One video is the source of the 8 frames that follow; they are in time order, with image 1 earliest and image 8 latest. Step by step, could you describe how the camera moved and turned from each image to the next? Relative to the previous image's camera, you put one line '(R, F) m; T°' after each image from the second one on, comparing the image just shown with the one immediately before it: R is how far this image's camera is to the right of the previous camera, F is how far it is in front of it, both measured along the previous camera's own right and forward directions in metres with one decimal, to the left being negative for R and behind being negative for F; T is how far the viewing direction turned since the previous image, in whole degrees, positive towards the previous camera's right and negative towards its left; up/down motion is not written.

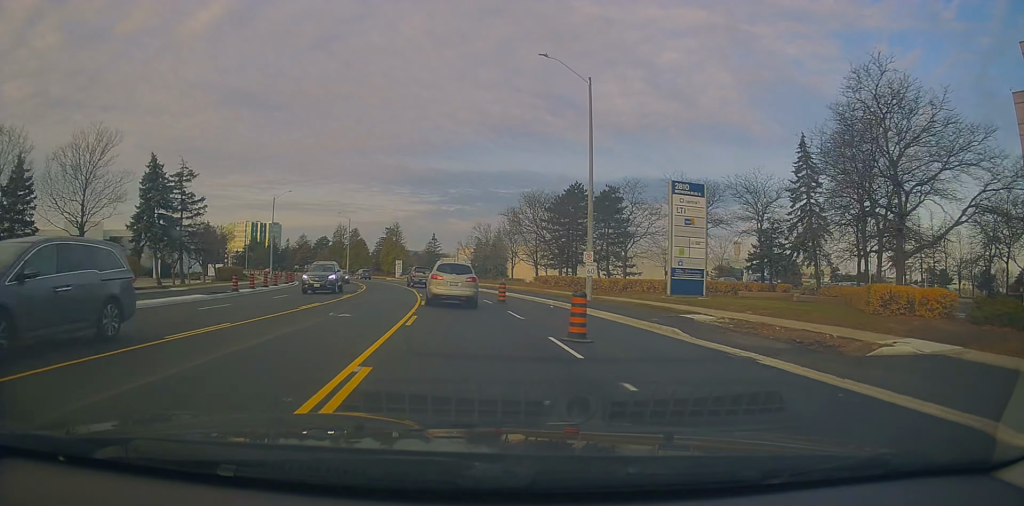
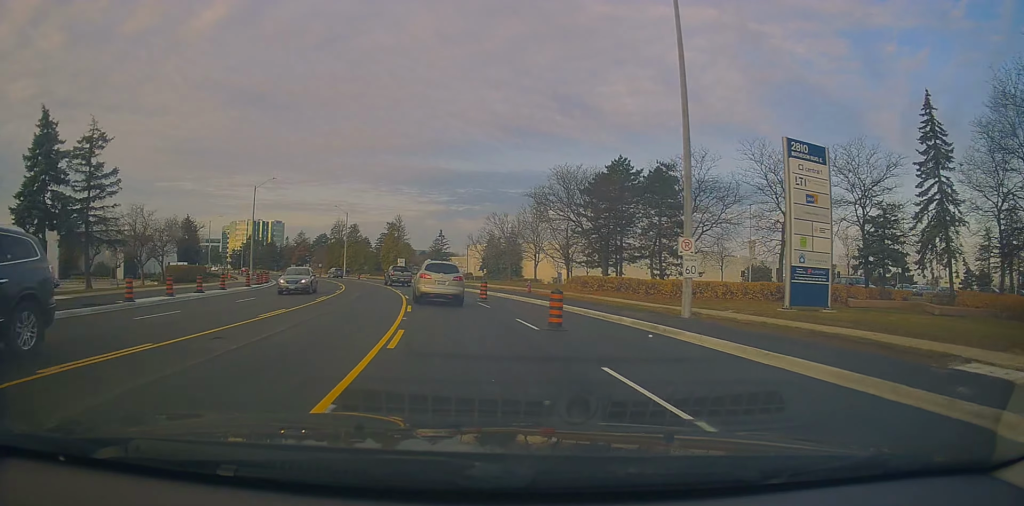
(+1.1, +13.1) m; 0°
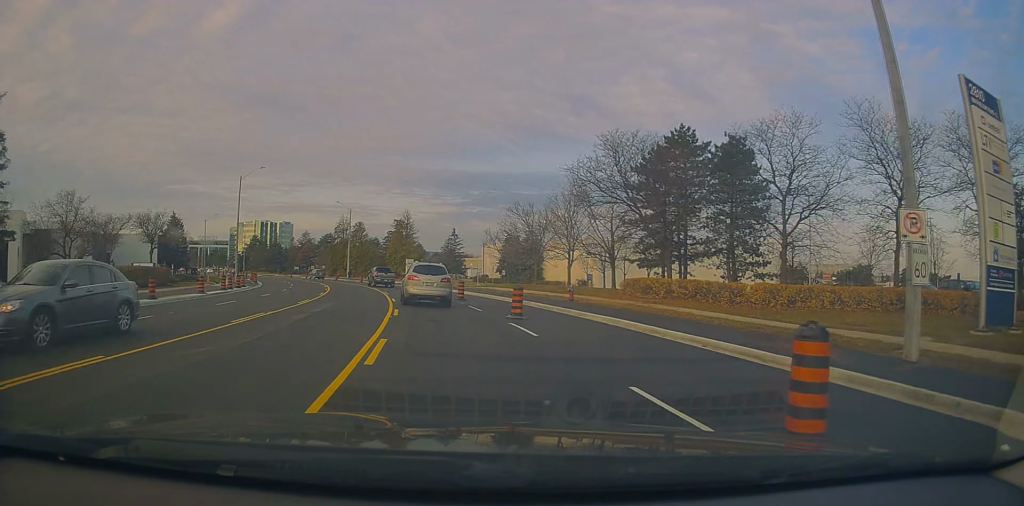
(-0.6, +10.6) m; -3°
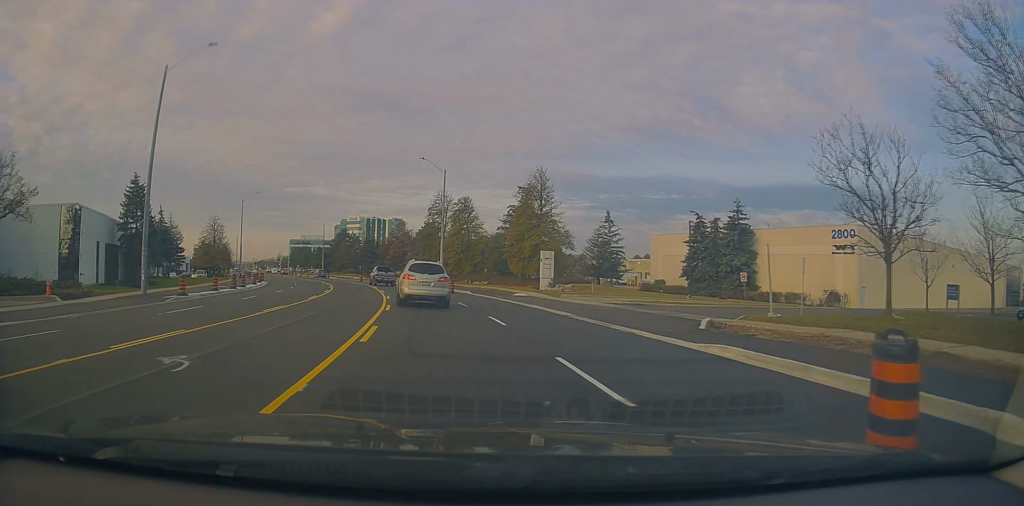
(-4.7, +42.3) m; -13°
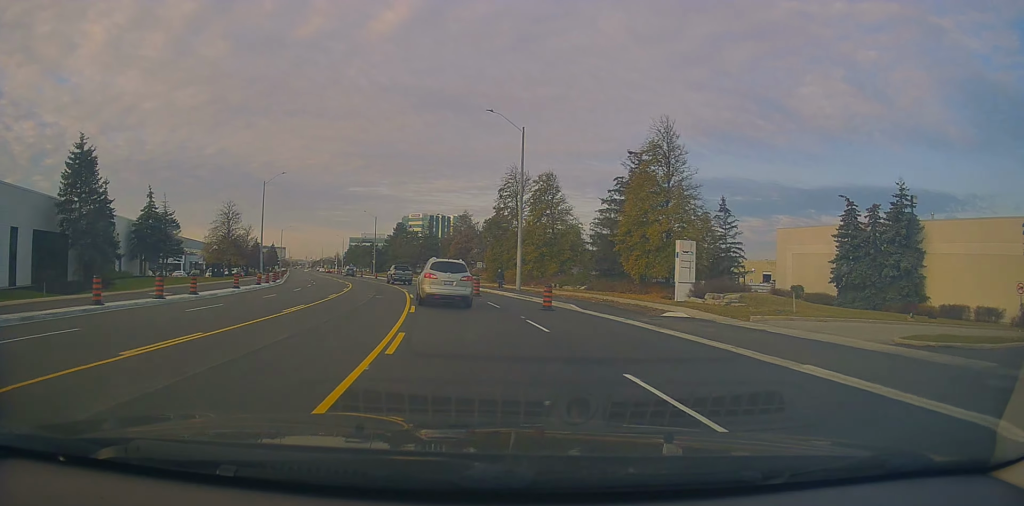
(-1.1, +19.3) m; -6°
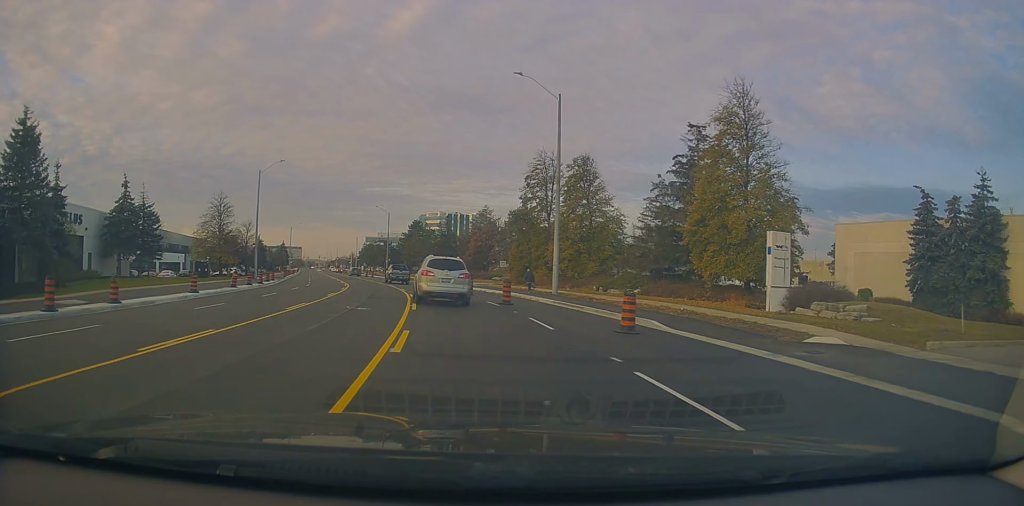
(-0.1, +8.9) m; -3°
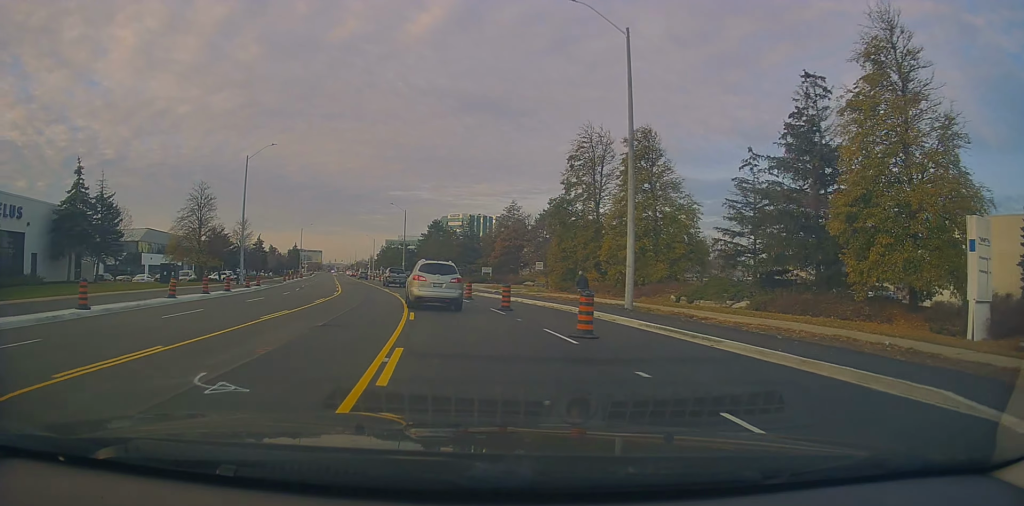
(-0.4, +11.4) m; -4°
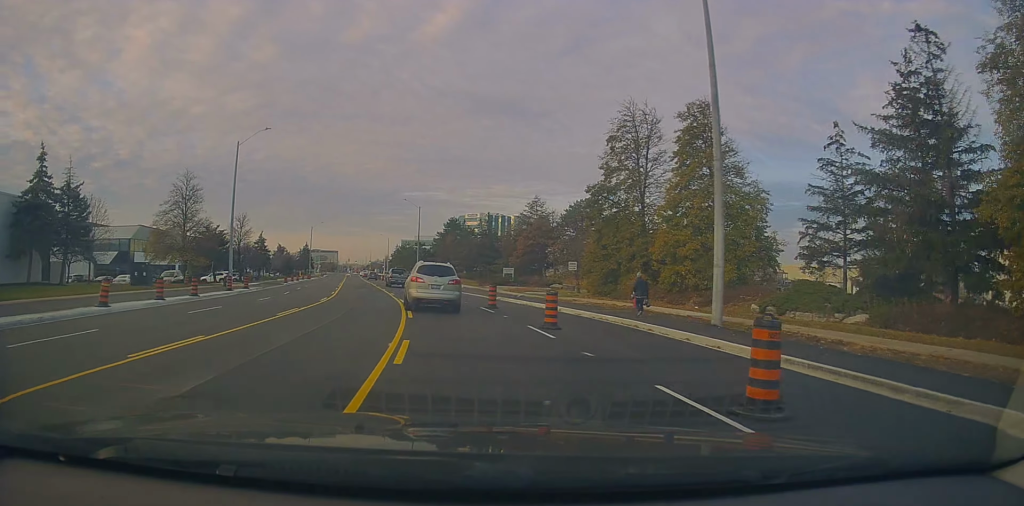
(-0.2, +7.2) m; -2°
